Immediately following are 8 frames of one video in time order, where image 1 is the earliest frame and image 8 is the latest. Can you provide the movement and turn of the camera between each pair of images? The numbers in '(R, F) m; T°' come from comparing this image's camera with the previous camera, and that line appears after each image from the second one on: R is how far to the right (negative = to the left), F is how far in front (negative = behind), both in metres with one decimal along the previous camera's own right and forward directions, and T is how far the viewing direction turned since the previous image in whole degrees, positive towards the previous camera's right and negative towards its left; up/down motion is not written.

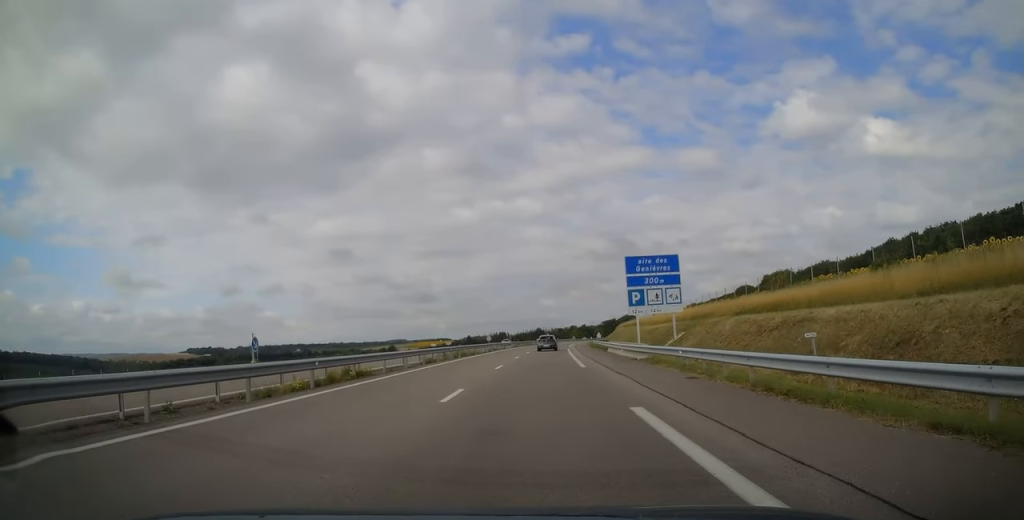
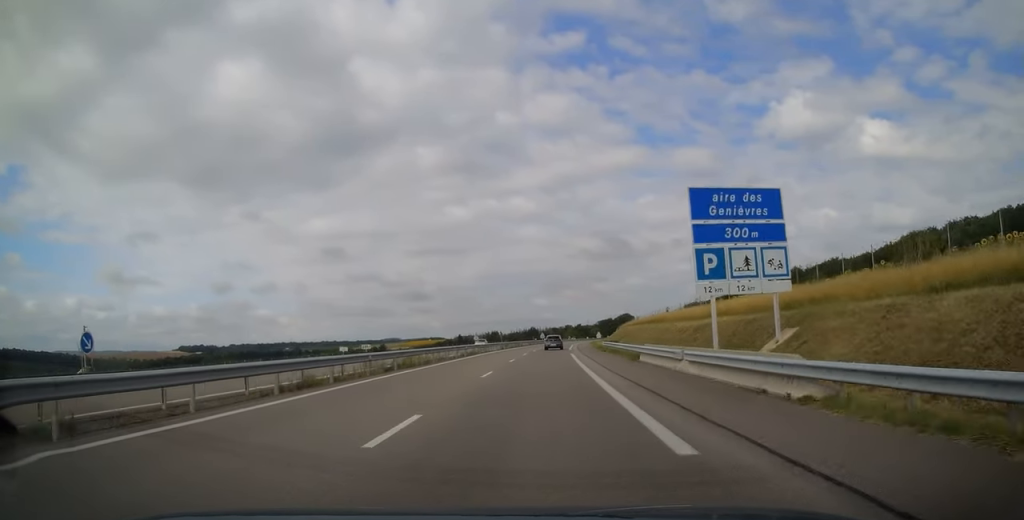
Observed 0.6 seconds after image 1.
(0.0, +18.2) m; +1°
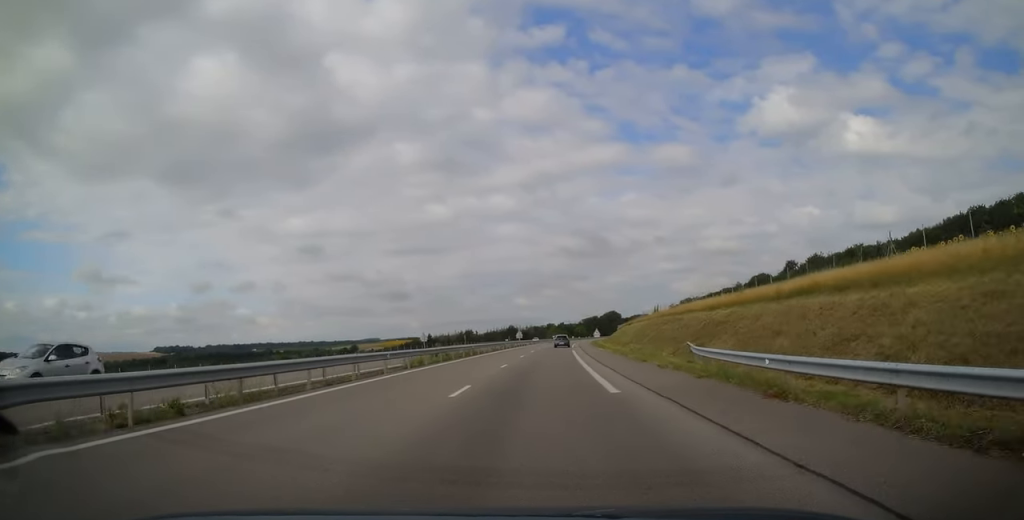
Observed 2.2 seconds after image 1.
(+0.7, +45.8) m; +2°
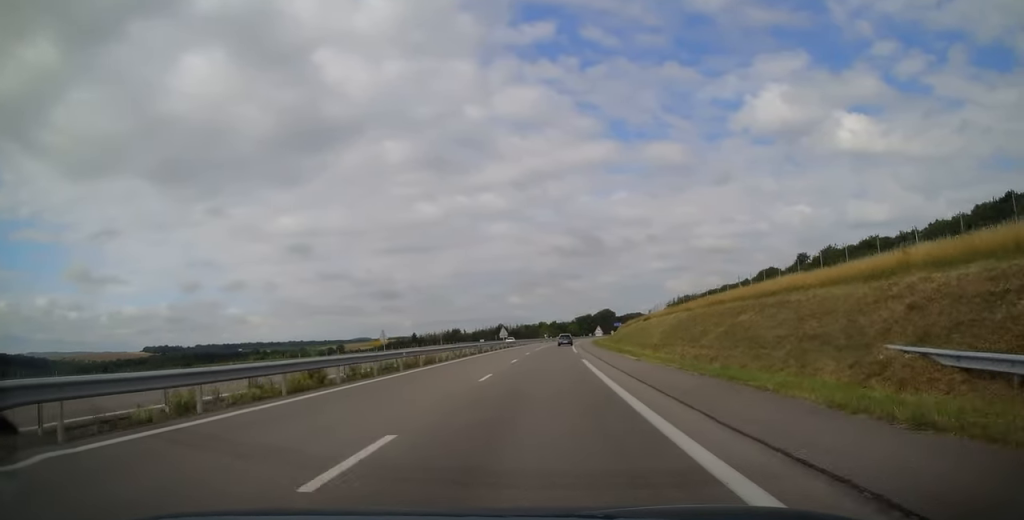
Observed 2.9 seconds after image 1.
(-0.1, +21.7) m; +1°
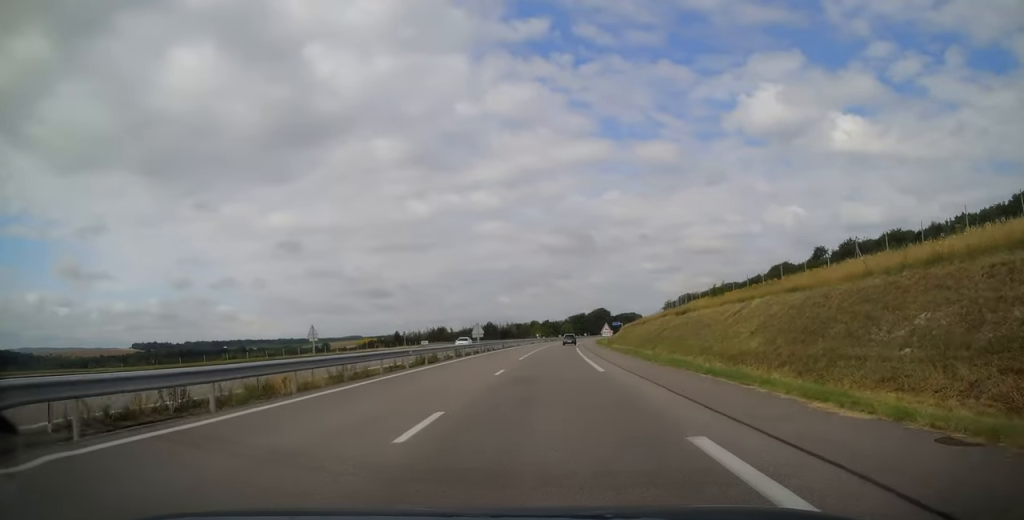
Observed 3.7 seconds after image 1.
(+0.3, +23.6) m; +1°
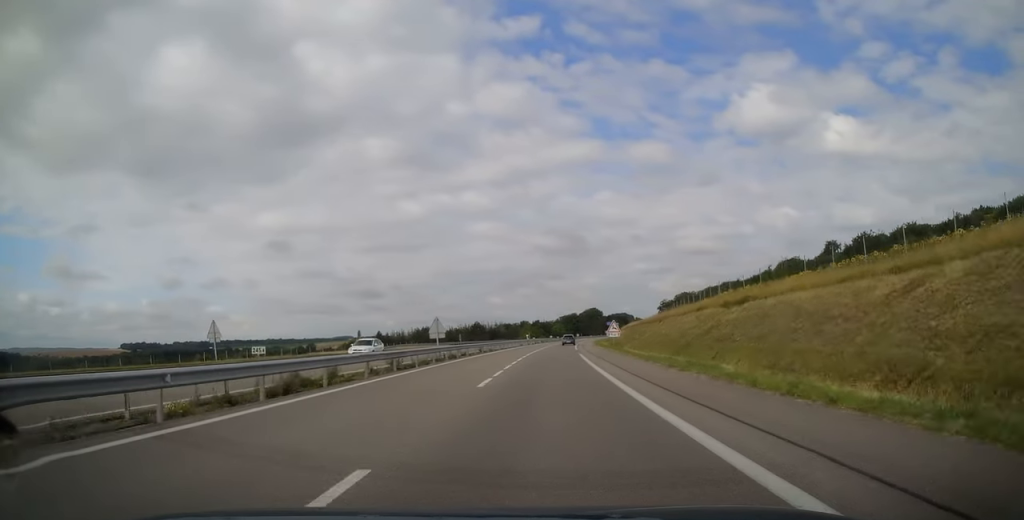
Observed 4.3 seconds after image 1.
(+0.2, +17.7) m; +1°
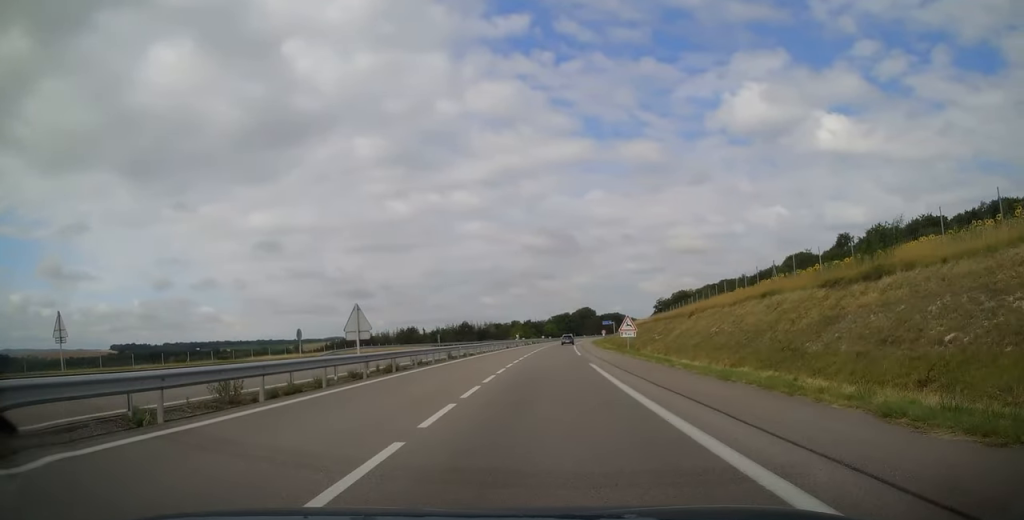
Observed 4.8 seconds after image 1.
(+0.2, +15.7) m; +1°
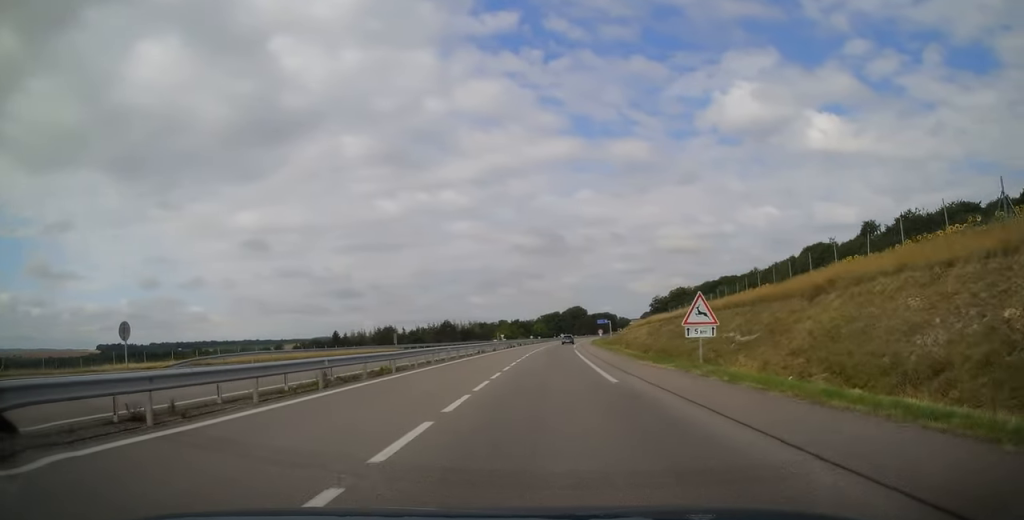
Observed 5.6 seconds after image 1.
(+0.1, +24.1) m; +1°
